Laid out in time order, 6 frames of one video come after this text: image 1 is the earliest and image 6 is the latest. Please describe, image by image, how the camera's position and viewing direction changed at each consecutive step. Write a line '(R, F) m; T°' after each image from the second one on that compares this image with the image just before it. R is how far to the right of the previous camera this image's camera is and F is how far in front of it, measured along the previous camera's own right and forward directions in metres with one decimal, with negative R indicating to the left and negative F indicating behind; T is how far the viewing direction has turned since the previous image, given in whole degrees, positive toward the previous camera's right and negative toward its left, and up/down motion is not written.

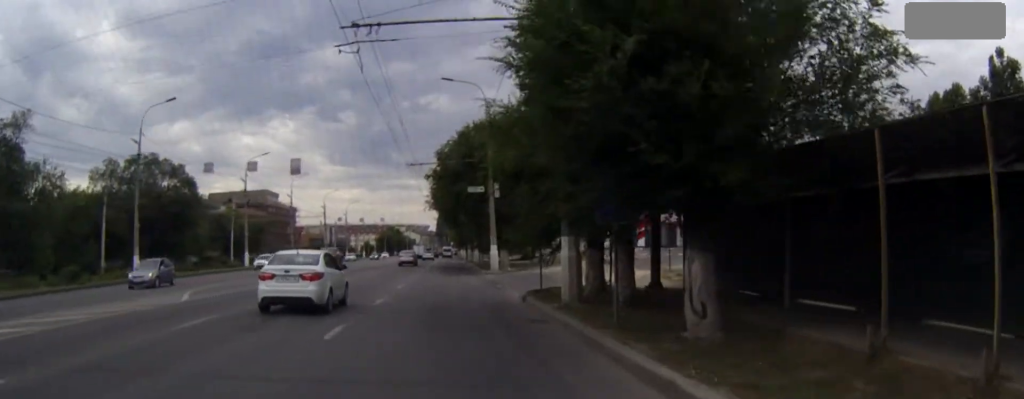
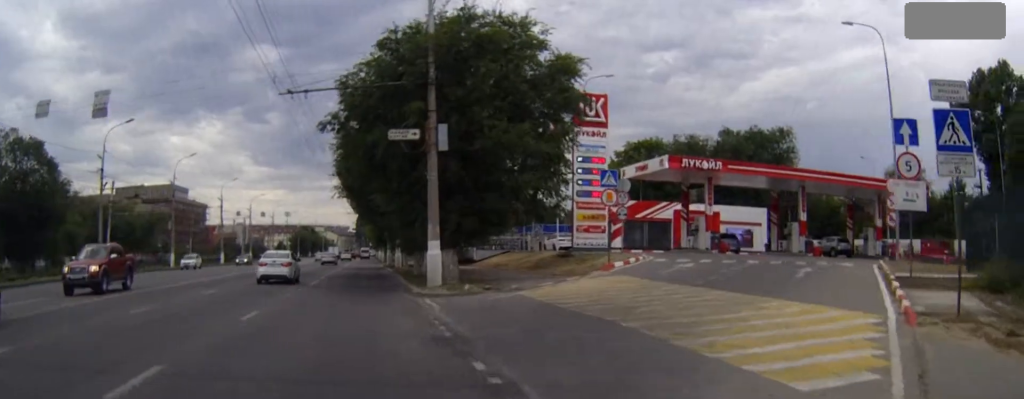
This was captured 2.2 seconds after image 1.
(+0.2, +23.7) m; +5°
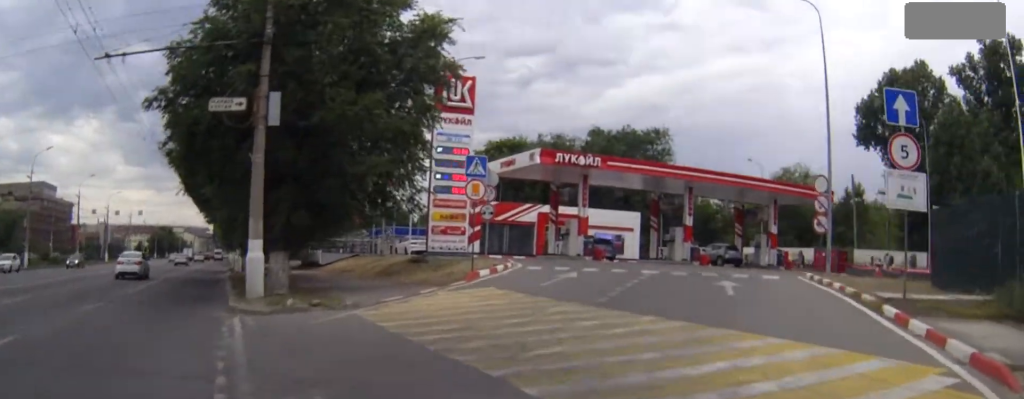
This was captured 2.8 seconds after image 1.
(+0.2, +6.1) m; +6°
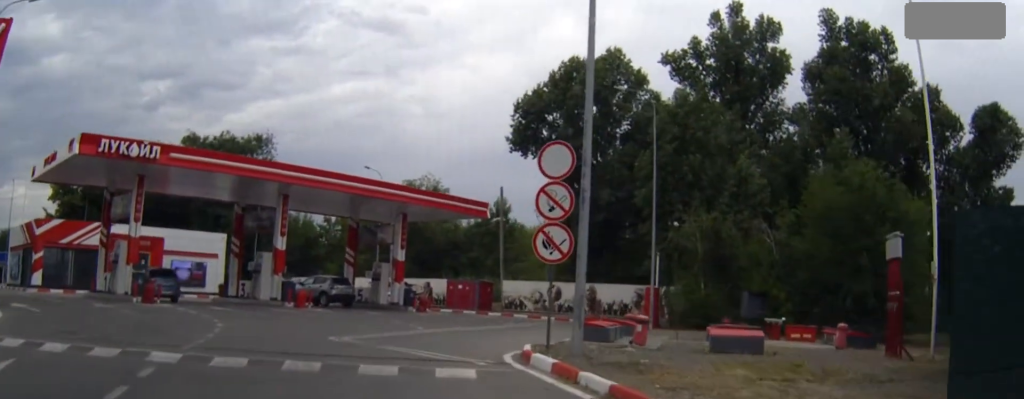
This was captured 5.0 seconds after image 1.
(+3.9, +15.4) m; +28°
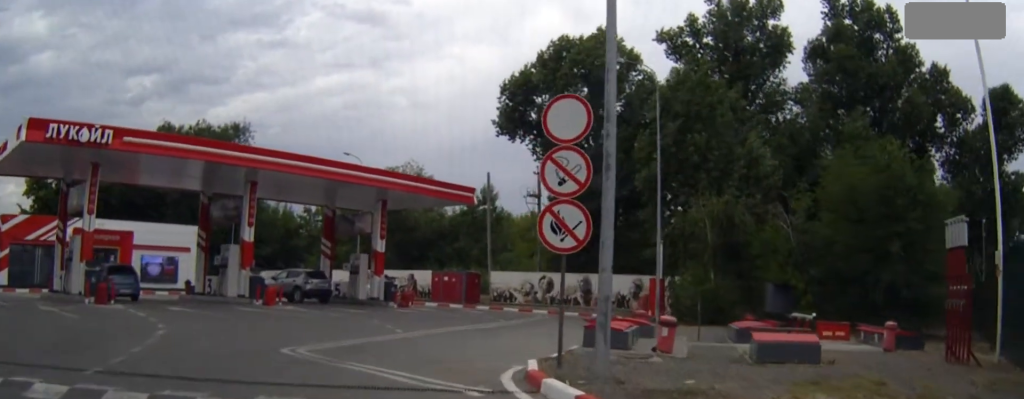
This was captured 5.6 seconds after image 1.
(+0.2, +3.7) m; +5°
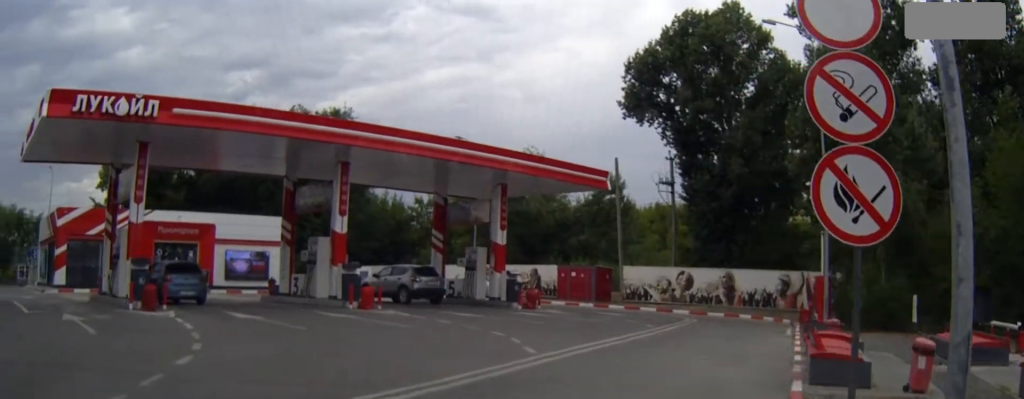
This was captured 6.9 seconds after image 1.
(+0.2, +6.2) m; -2°
